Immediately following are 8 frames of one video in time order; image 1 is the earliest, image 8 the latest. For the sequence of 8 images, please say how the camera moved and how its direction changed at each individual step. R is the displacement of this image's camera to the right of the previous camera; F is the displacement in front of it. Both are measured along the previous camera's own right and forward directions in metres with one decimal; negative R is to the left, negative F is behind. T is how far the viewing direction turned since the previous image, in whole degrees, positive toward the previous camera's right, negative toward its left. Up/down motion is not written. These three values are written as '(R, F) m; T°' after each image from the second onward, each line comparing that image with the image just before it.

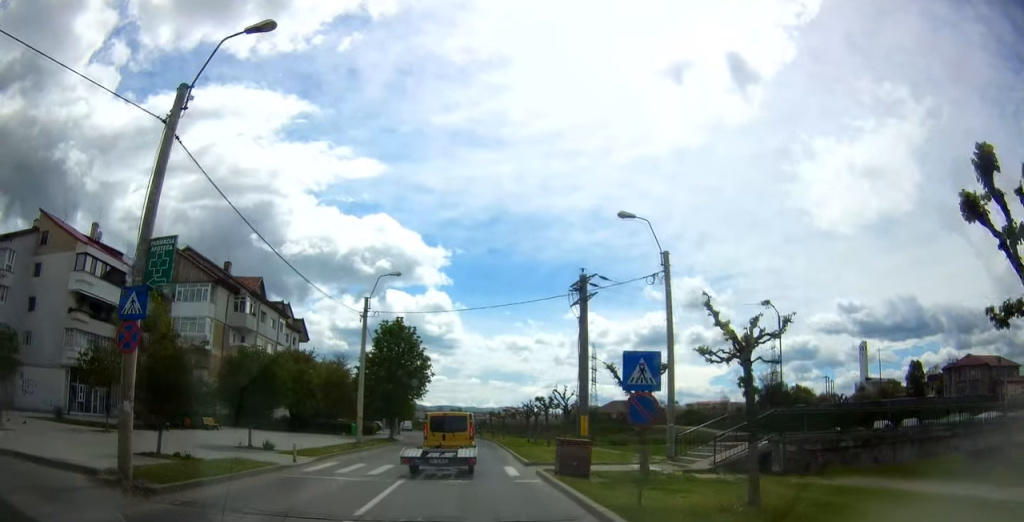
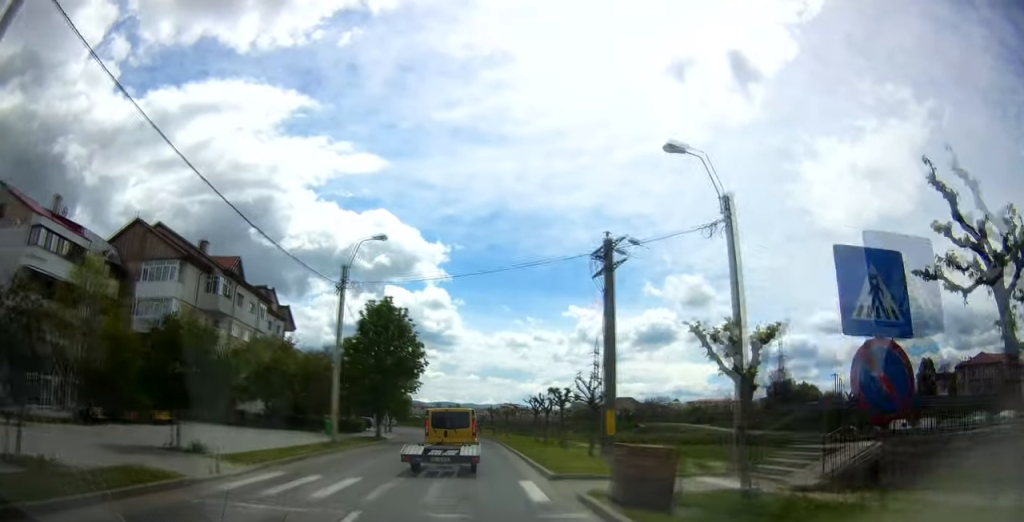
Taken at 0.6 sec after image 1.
(0.0, +6.7) m; 0°
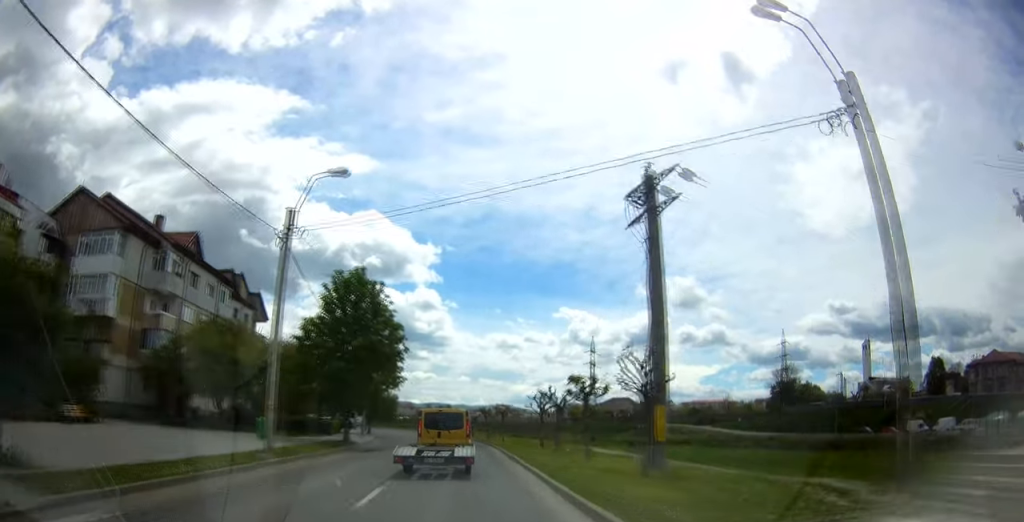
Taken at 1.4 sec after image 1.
(0.0, +8.4) m; 0°
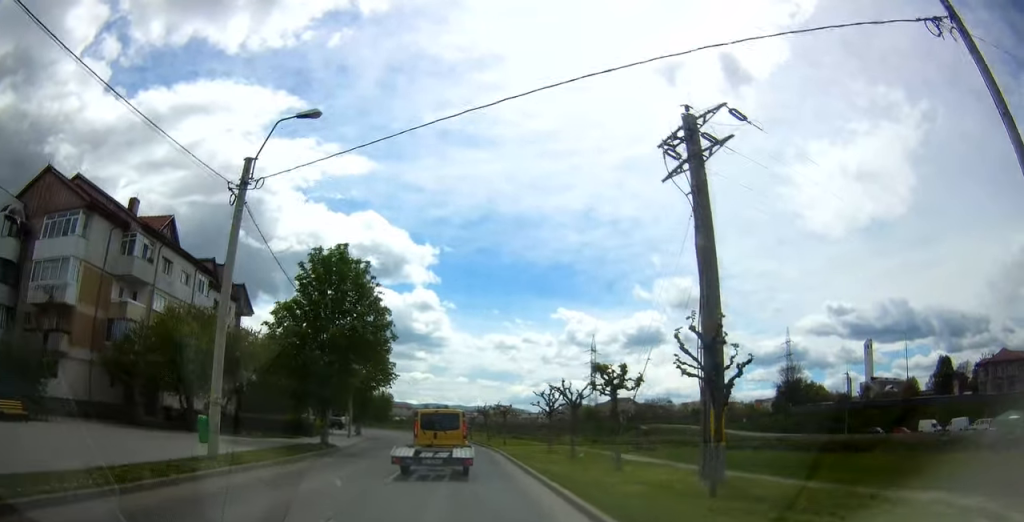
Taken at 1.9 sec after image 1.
(0.0, +4.7) m; 0°
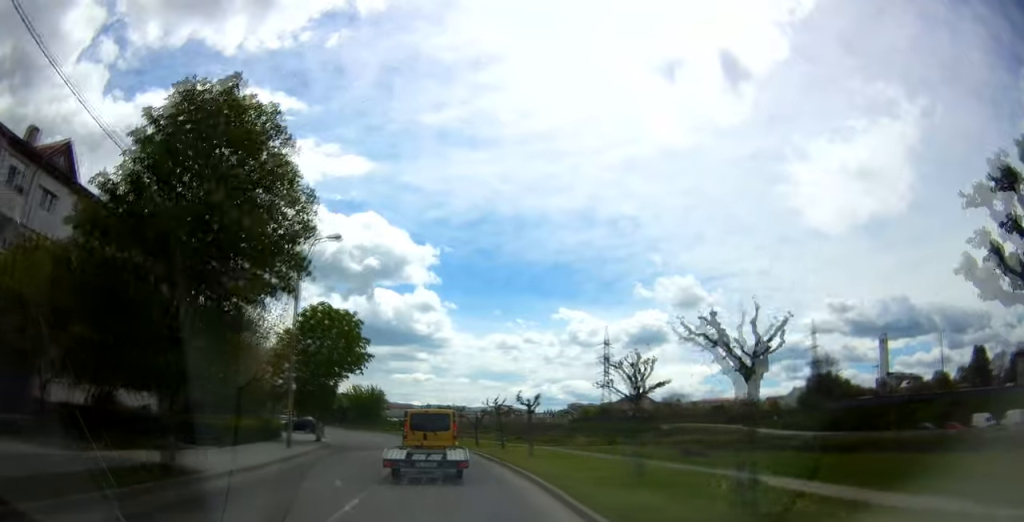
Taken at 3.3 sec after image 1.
(-0.3, +15.8) m; -2°
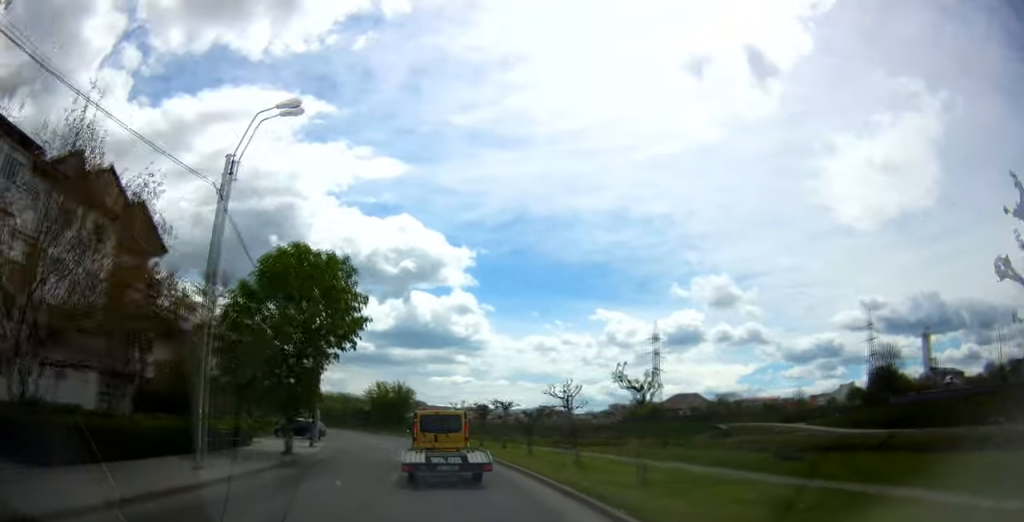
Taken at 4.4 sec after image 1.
(-0.1, +13.4) m; -2°
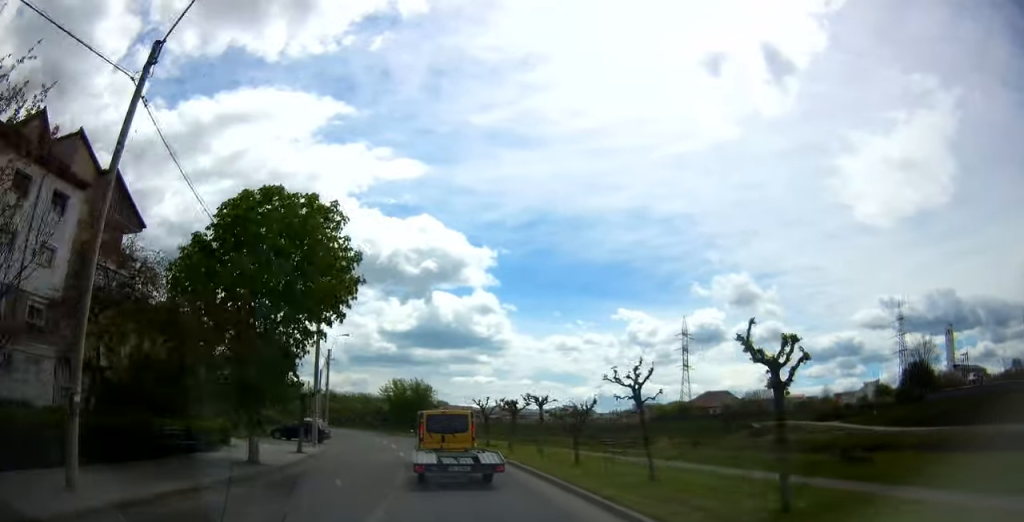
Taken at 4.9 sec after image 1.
(-0.1, +6.4) m; -2°
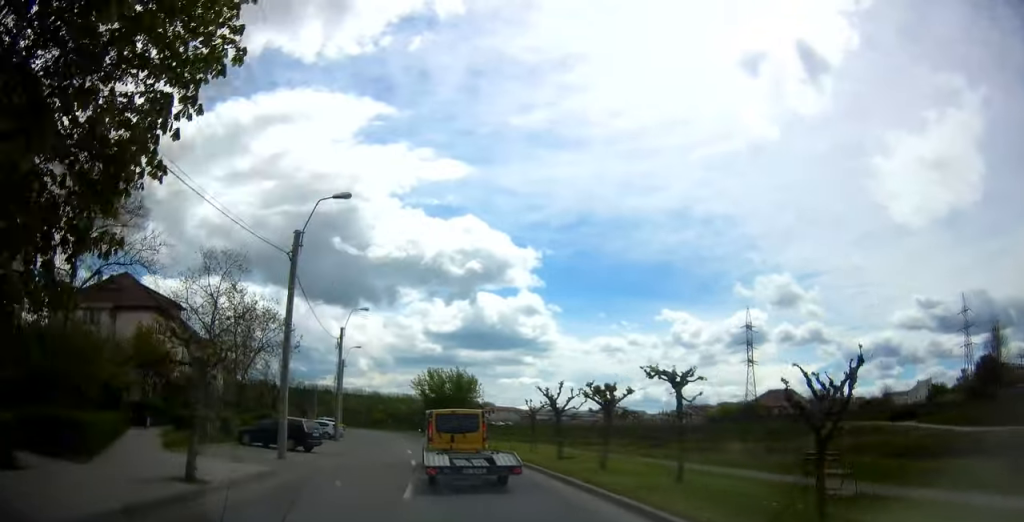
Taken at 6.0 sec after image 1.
(-0.8, +13.8) m; -7°
